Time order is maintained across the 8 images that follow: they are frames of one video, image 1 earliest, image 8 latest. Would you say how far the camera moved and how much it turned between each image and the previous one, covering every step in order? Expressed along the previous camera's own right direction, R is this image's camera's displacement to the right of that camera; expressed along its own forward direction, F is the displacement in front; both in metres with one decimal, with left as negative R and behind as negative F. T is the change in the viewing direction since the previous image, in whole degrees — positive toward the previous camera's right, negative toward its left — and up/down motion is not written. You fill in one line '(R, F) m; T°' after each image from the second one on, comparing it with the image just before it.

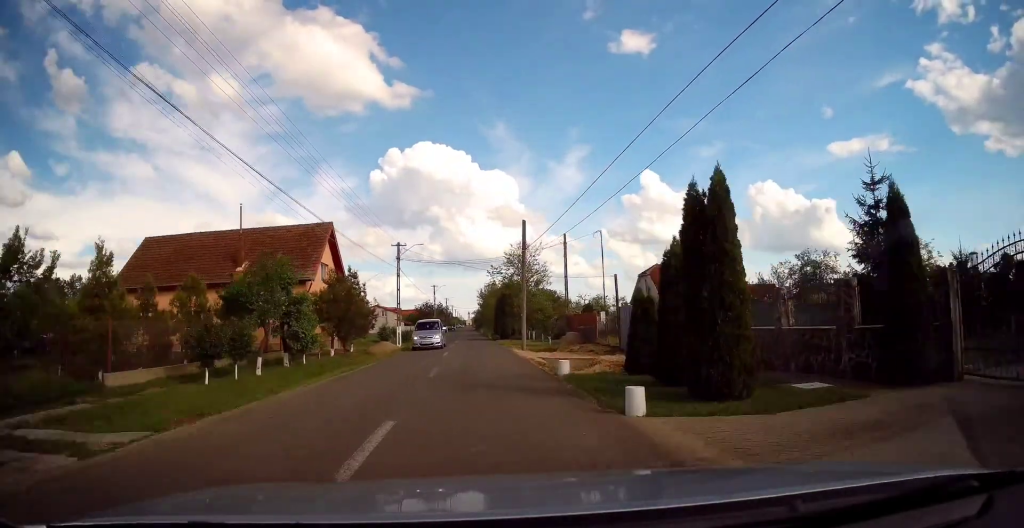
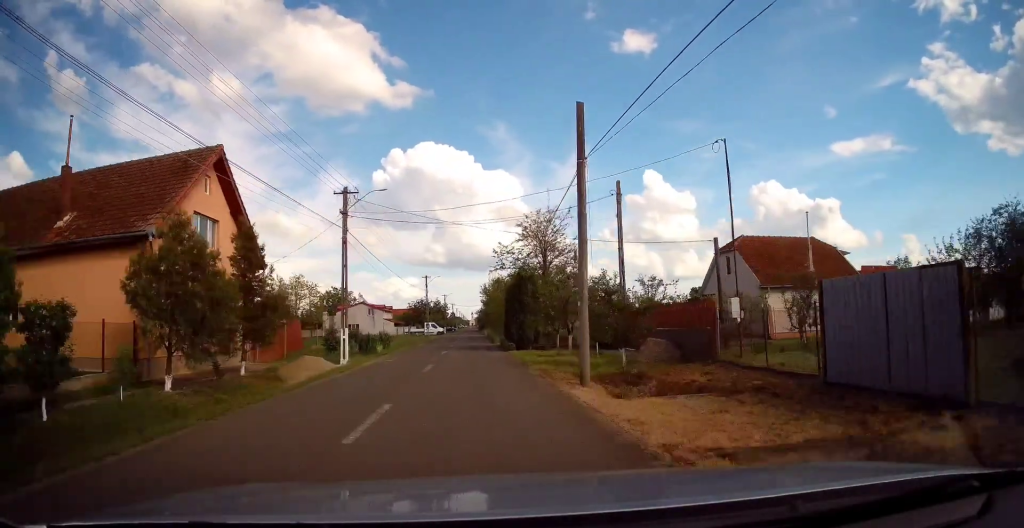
(+0.1, +17.0) m; -3°
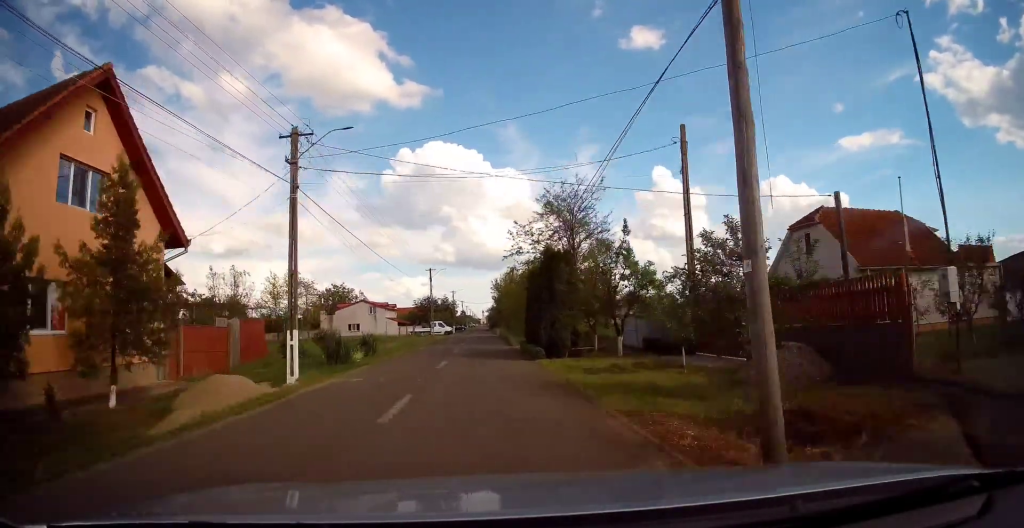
(-0.4, +7.6) m; -1°
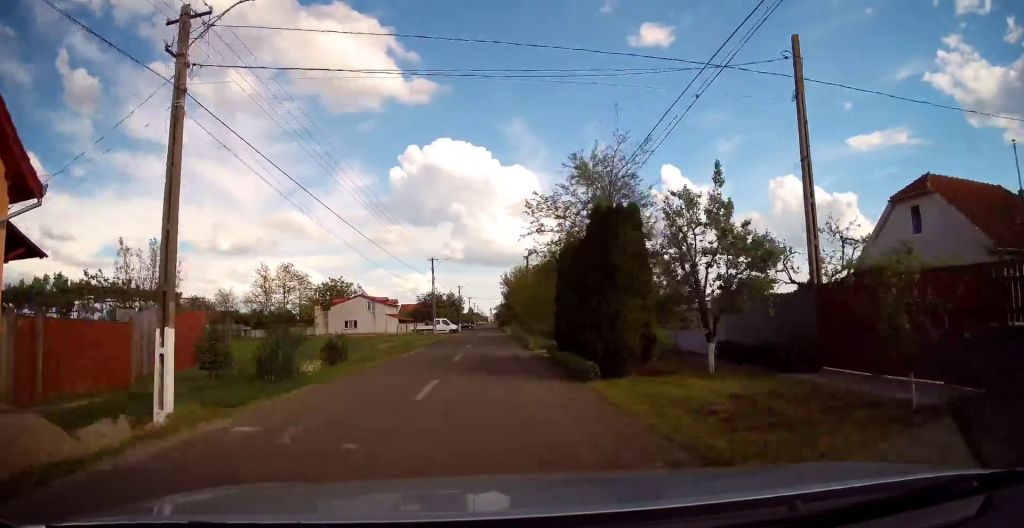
(0.0, +6.9) m; +1°
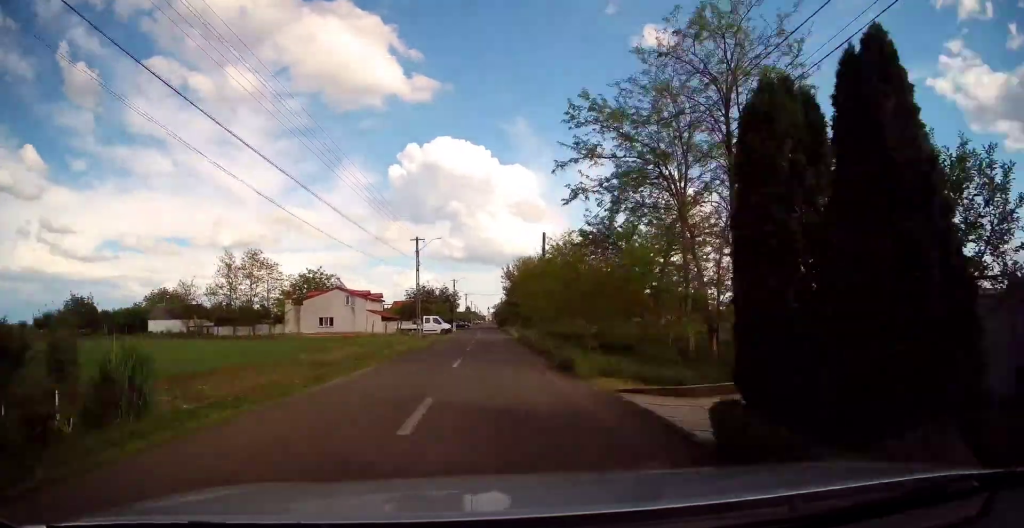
(+0.2, +11.8) m; +2°
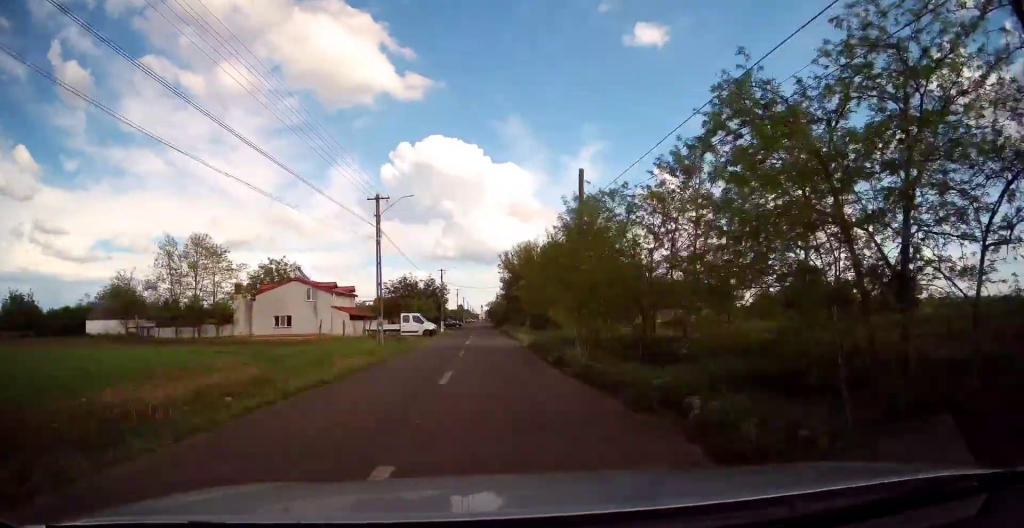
(+0.3, +13.1) m; 0°
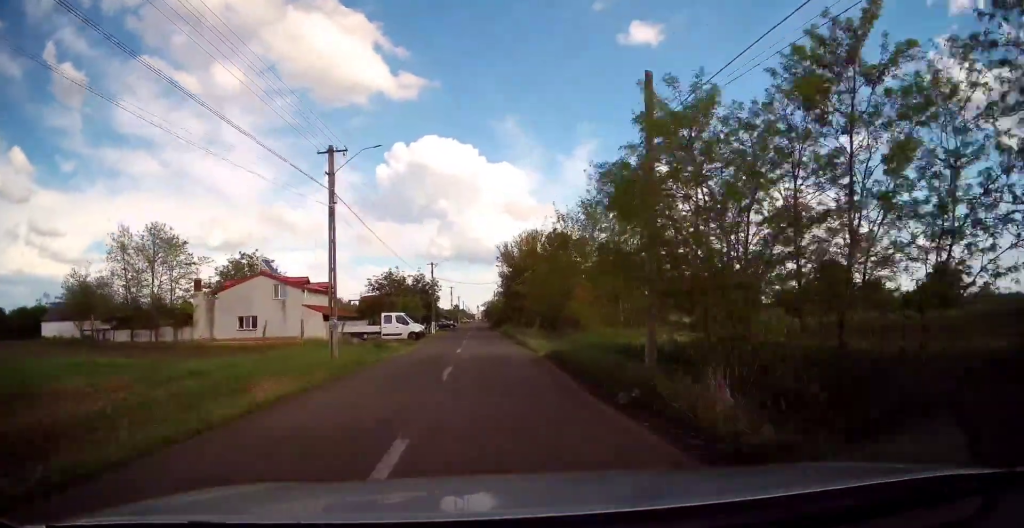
(-0.2, +7.8) m; -1°
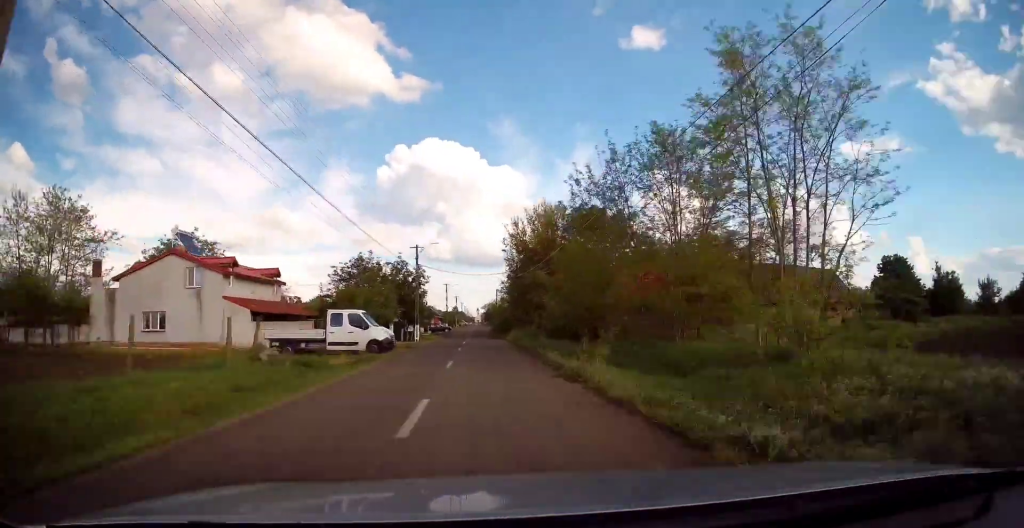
(-0.3, +14.7) m; 0°
